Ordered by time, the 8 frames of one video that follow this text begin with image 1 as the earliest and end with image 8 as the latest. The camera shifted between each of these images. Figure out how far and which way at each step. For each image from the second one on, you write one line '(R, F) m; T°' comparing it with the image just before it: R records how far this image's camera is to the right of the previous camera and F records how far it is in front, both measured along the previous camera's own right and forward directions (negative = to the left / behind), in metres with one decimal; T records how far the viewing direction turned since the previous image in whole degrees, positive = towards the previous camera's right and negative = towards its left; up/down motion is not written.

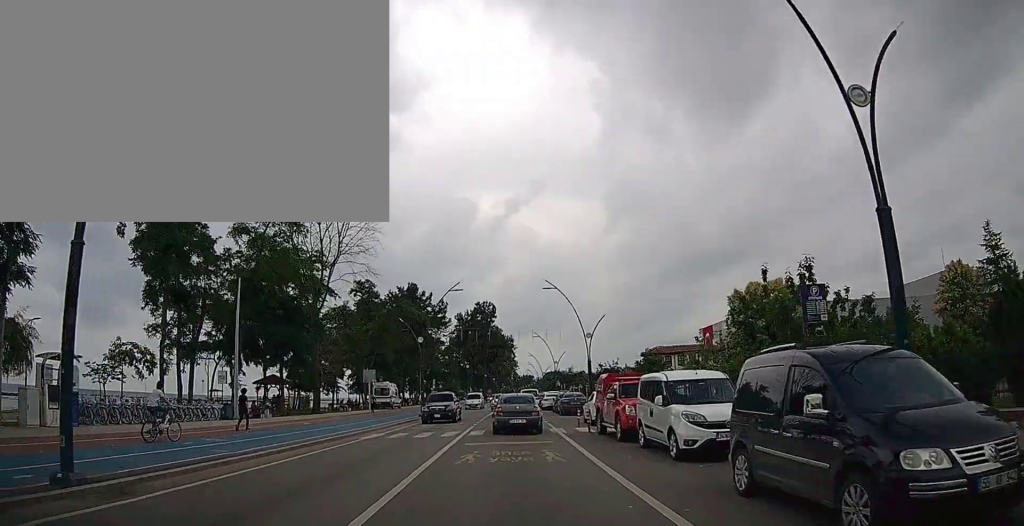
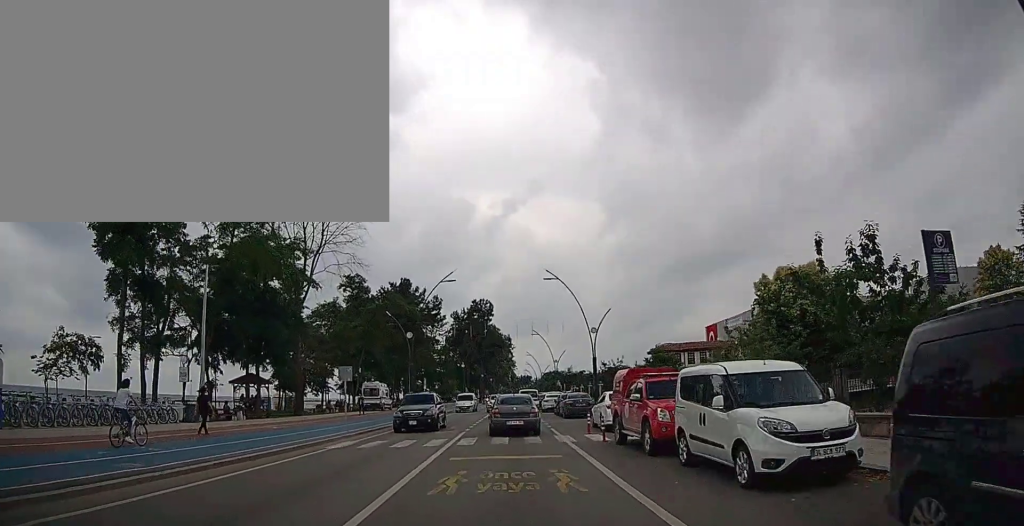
(-0.1, +3.3) m; 0°
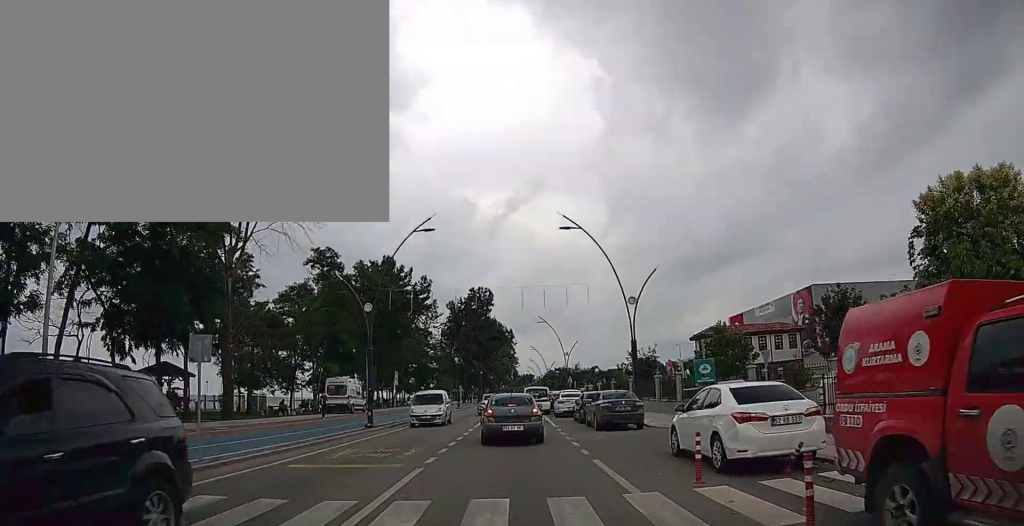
(+0.3, +11.7) m; +2°
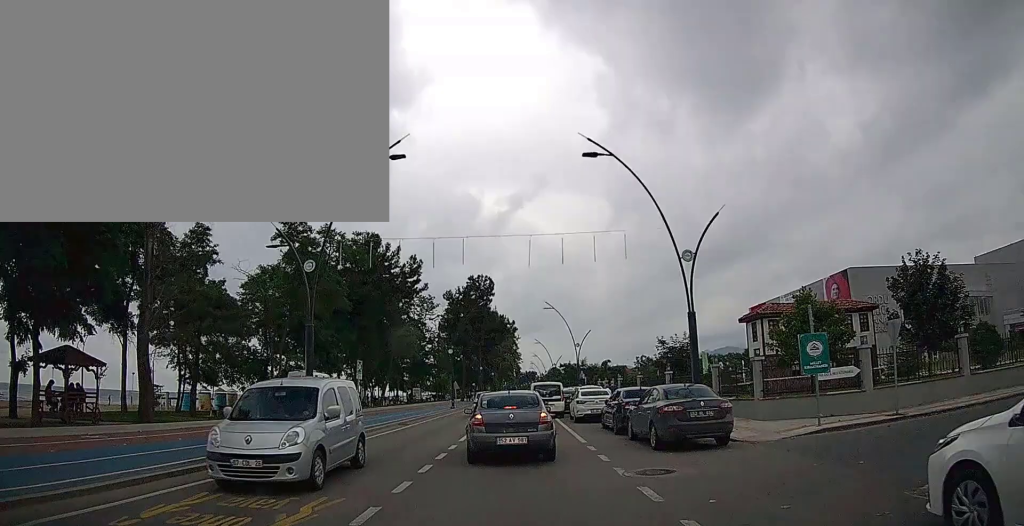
(0.0, +8.3) m; 0°
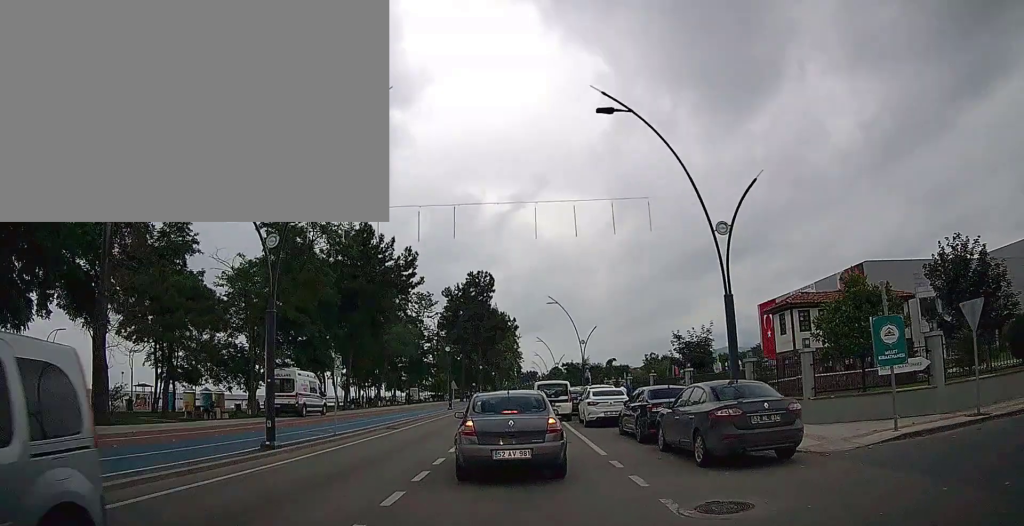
(0.0, +3.5) m; -1°
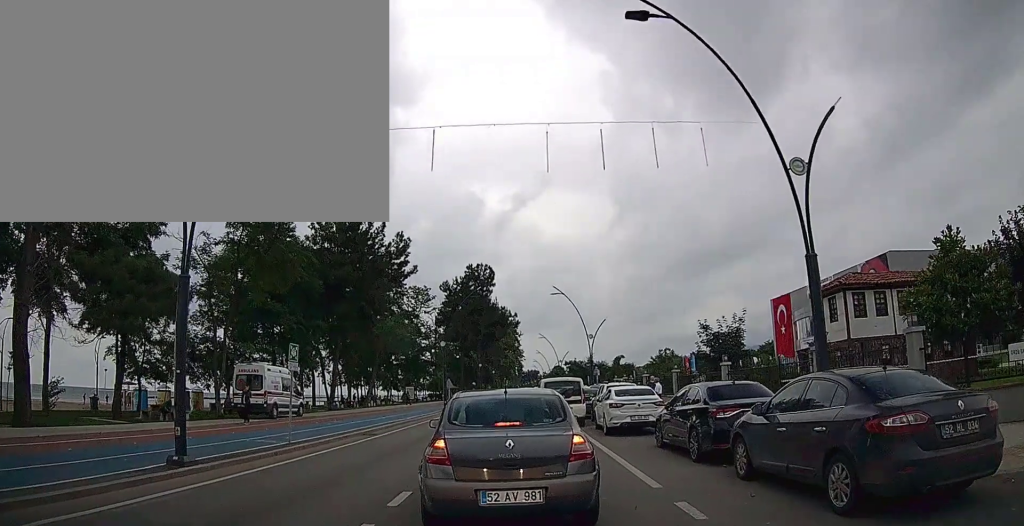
(-0.2, +5.3) m; -4°
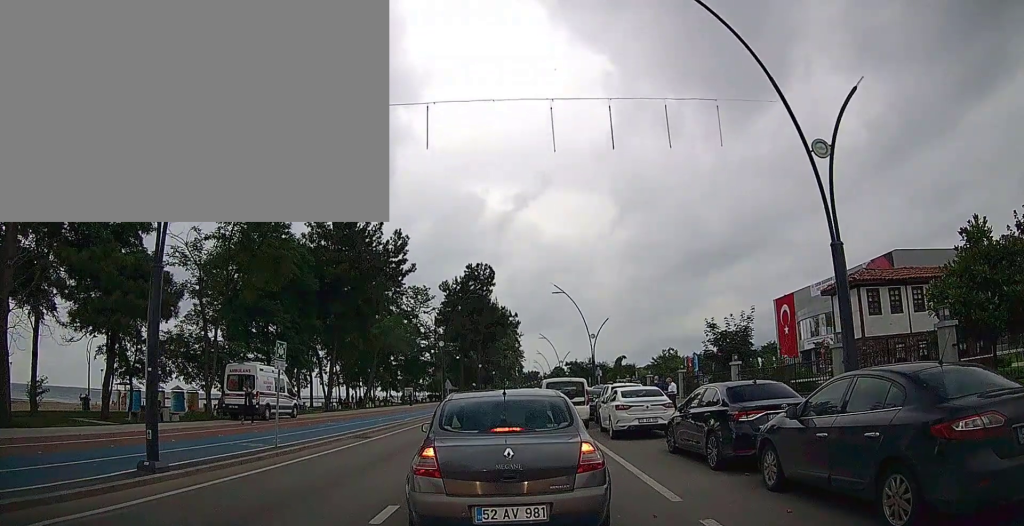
(0.0, +1.6) m; -1°
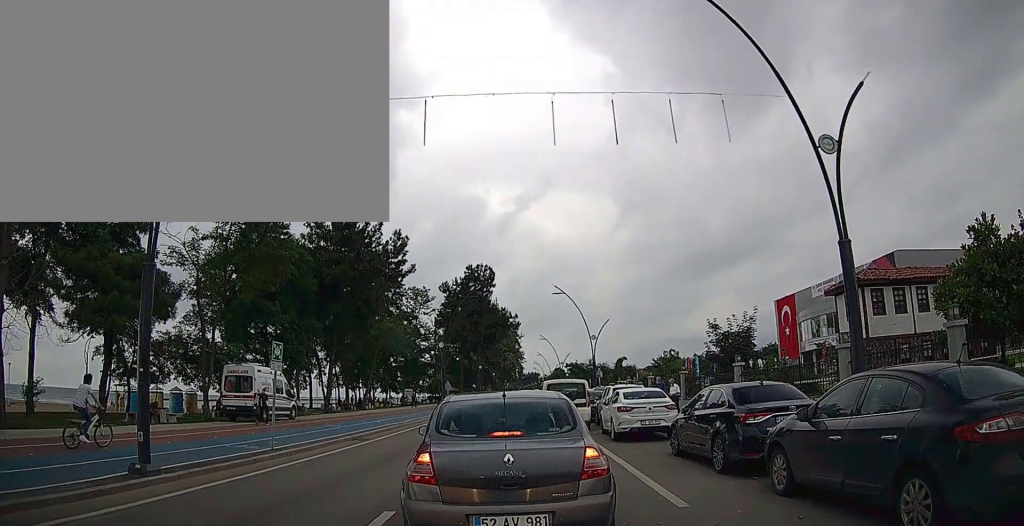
(+0.1, +0.7) m; 0°
